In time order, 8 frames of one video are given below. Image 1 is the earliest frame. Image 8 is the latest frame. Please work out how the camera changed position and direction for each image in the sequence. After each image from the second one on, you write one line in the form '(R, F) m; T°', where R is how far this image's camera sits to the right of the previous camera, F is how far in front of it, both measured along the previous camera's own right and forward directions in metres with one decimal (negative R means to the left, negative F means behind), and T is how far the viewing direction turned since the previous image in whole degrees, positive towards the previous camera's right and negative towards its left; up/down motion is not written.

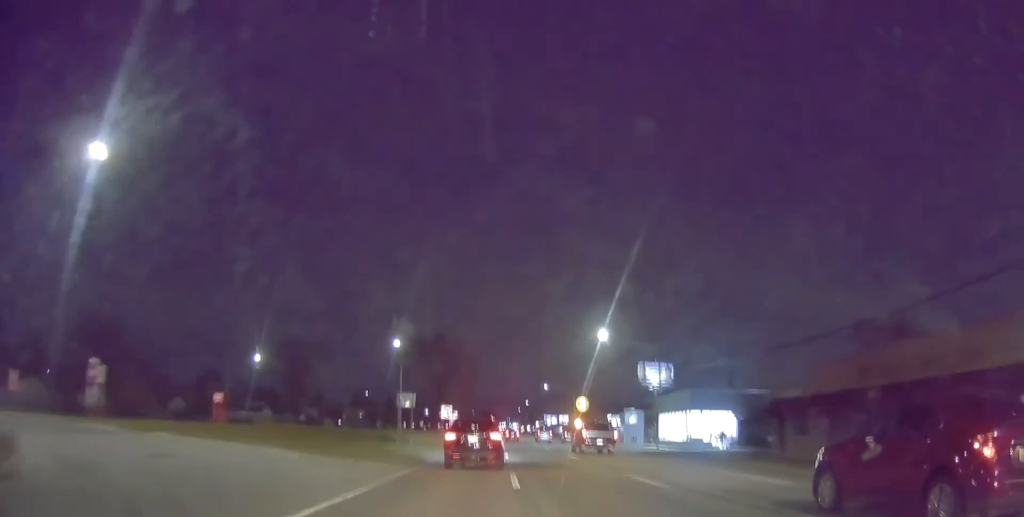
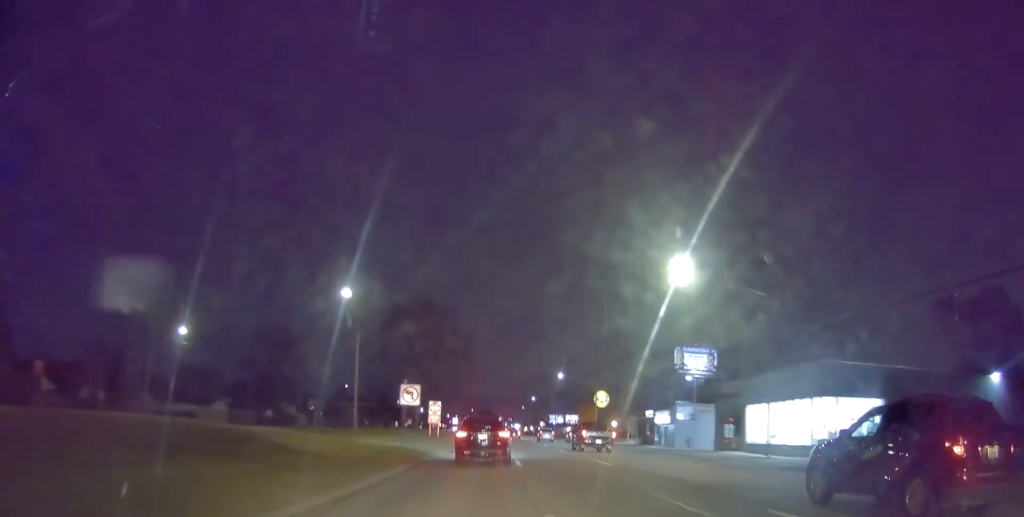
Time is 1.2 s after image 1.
(-0.4, +23.9) m; 0°
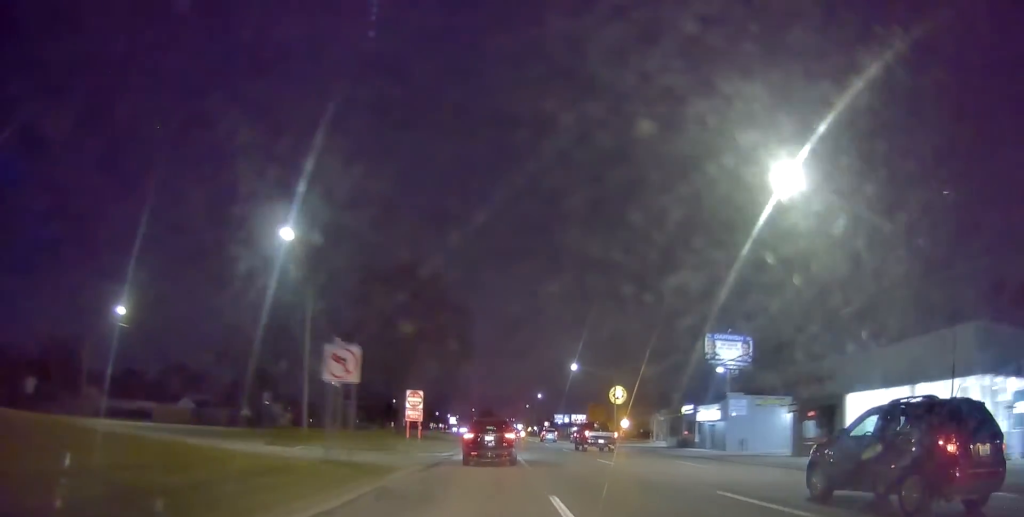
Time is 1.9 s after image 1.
(+0.2, +13.6) m; +1°
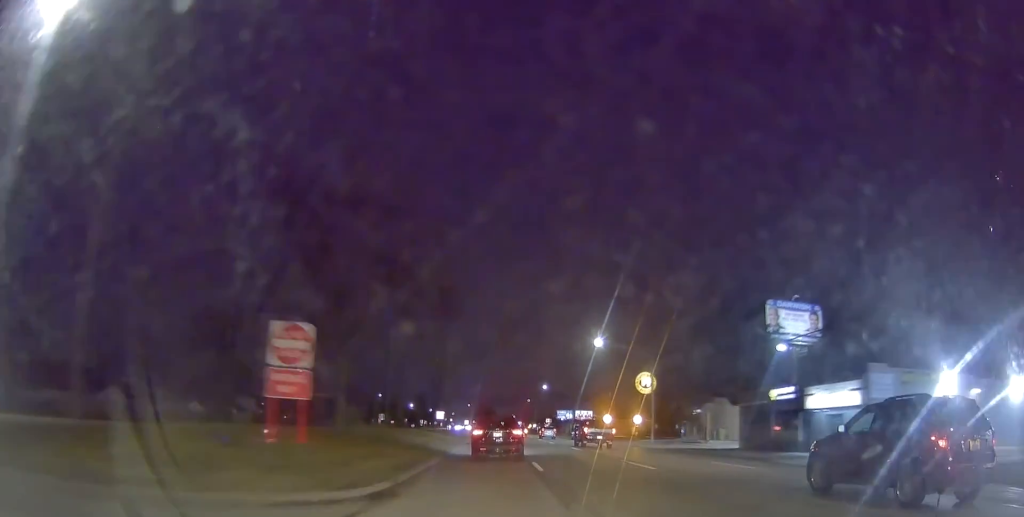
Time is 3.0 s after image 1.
(+0.4, +20.8) m; +1°
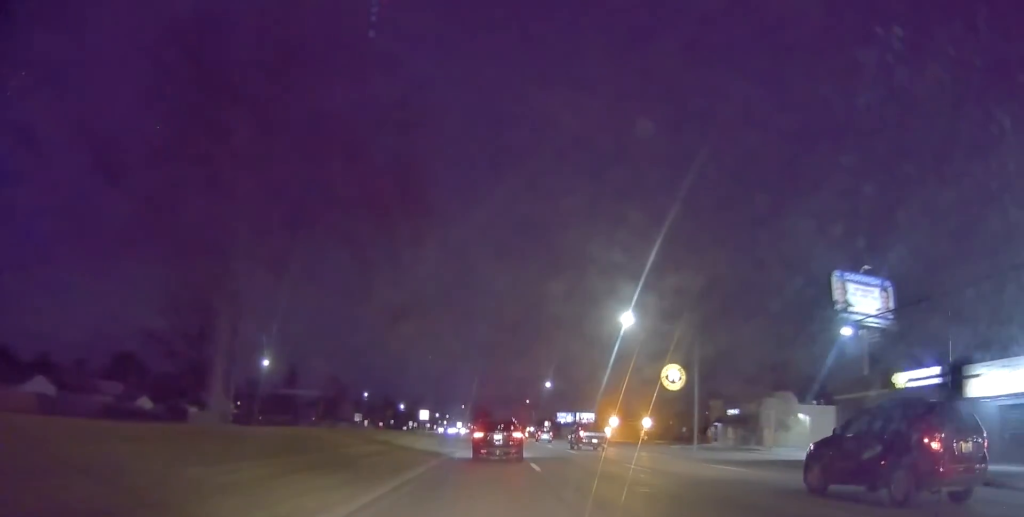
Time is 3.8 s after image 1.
(0.0, +15.1) m; -1°
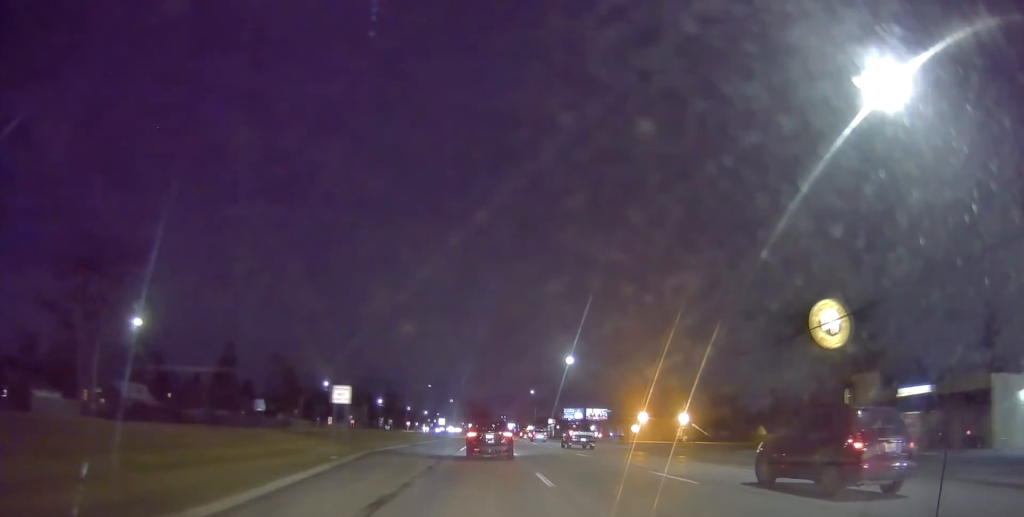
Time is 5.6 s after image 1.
(+0.3, +36.5) m; +2°
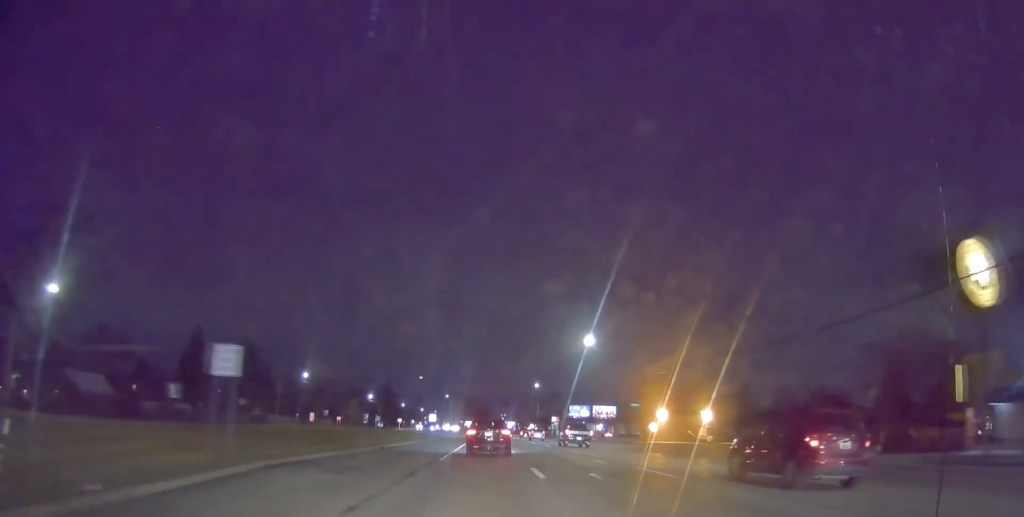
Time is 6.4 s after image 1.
(+0.1, +14.8) m; -1°
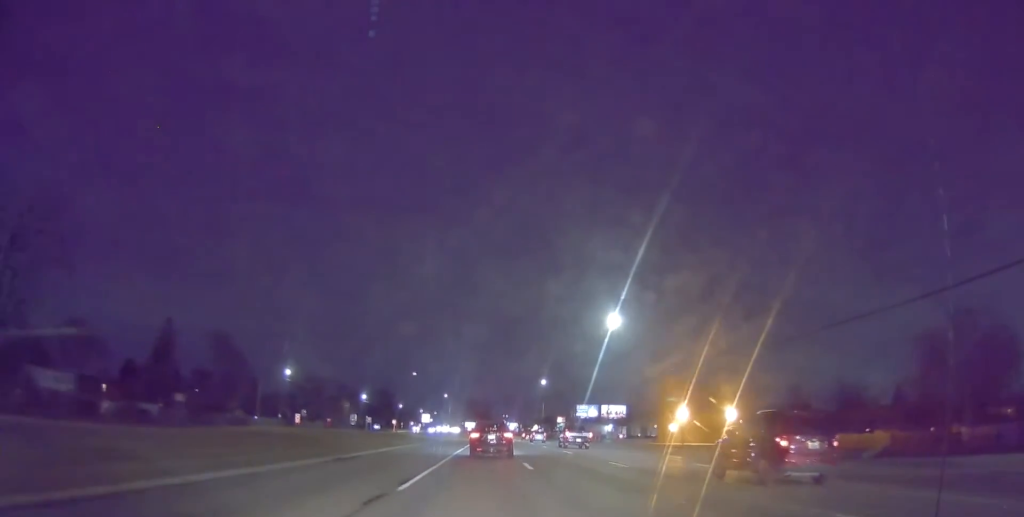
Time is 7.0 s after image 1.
(-0.2, +12.1) m; 0°
